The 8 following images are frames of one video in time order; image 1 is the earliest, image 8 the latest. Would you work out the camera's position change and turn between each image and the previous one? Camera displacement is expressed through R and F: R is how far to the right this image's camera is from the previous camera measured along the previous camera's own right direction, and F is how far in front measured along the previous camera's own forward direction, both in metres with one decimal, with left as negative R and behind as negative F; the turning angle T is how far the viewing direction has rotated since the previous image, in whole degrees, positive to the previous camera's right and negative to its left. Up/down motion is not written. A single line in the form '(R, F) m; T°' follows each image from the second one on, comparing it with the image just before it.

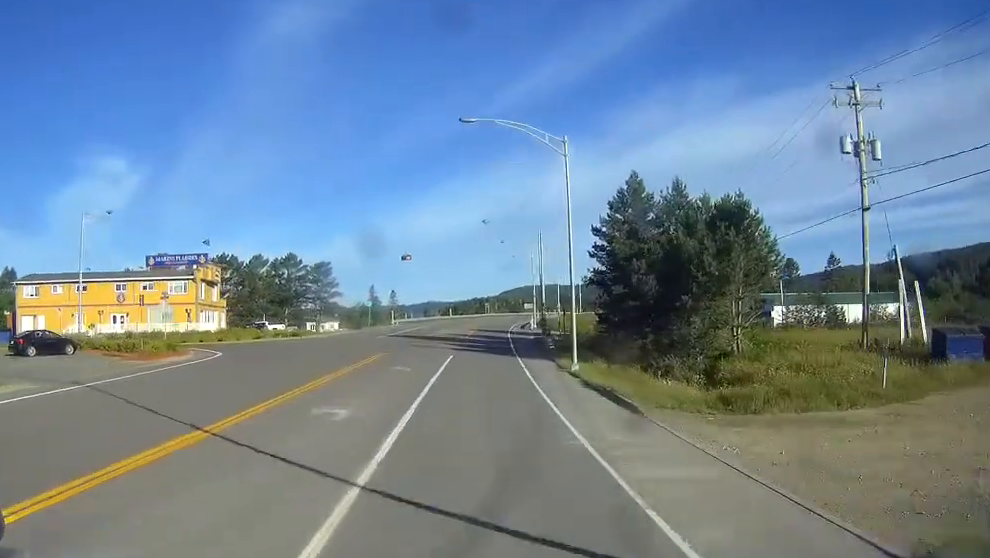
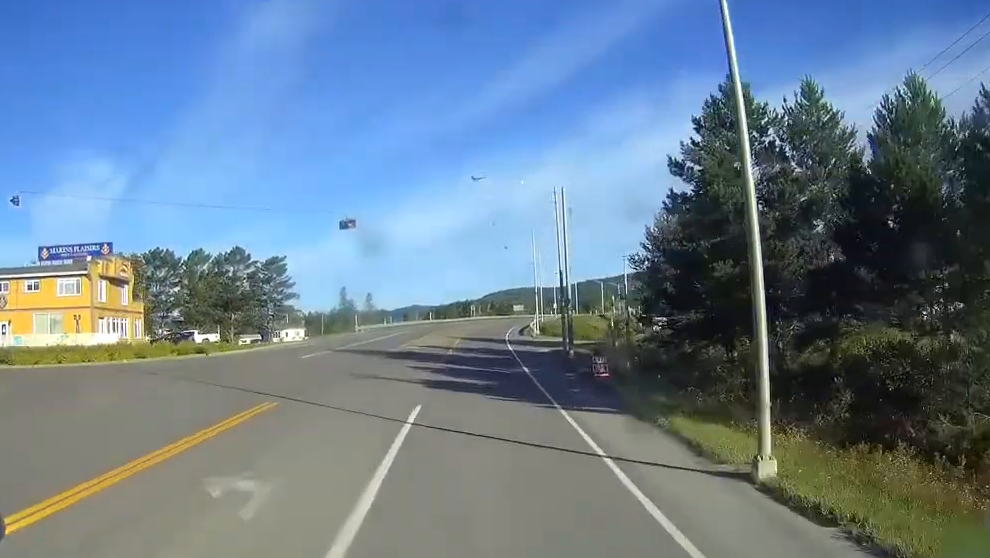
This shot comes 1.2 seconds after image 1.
(+0.2, +24.1) m; +1°
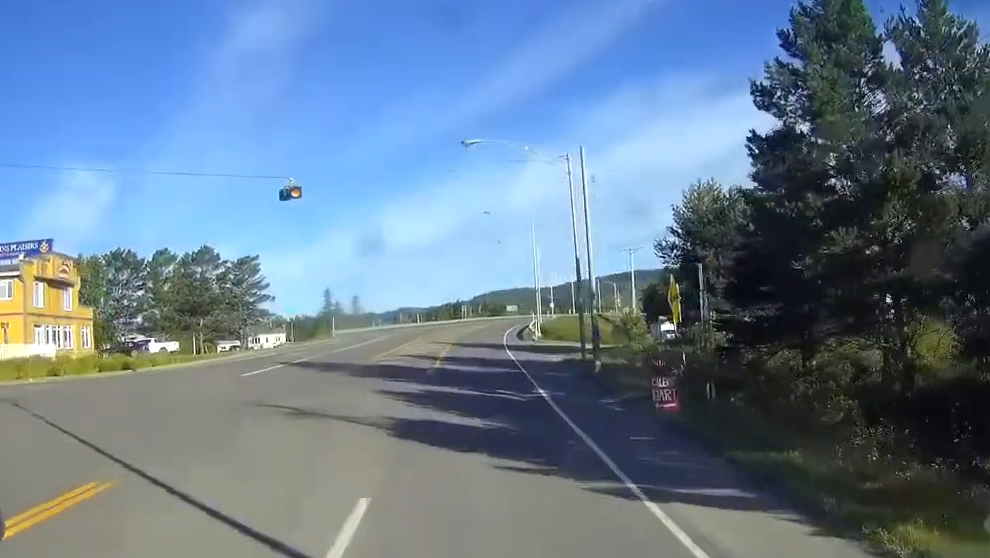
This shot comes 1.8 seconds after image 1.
(+0.1, +10.5) m; +1°
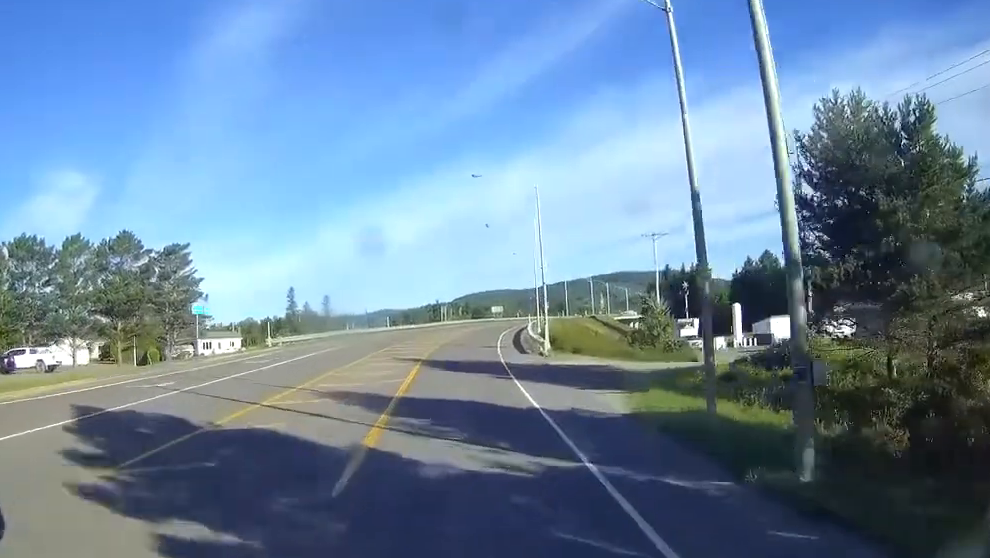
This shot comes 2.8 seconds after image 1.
(+0.2, +21.1) m; +1°
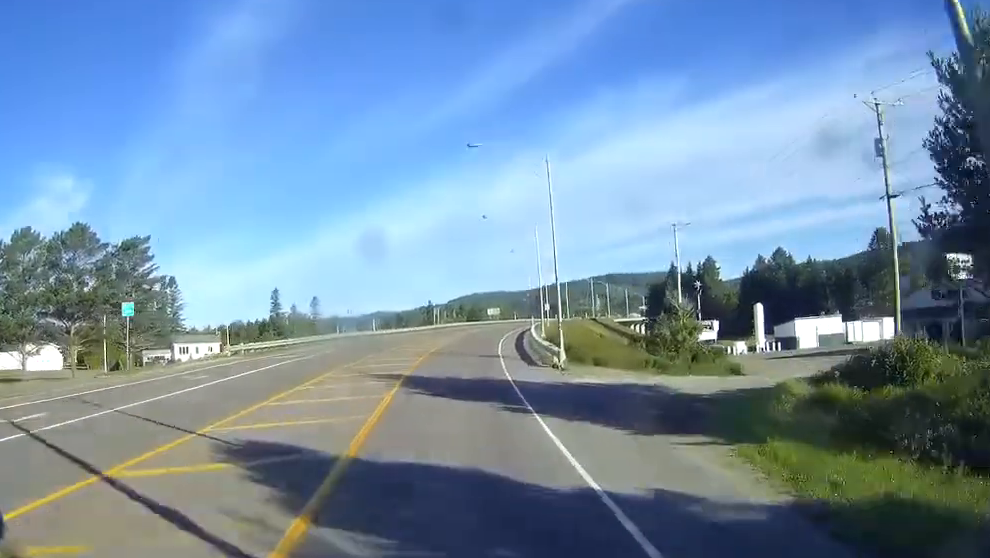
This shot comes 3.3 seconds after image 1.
(0.0, +9.9) m; 0°
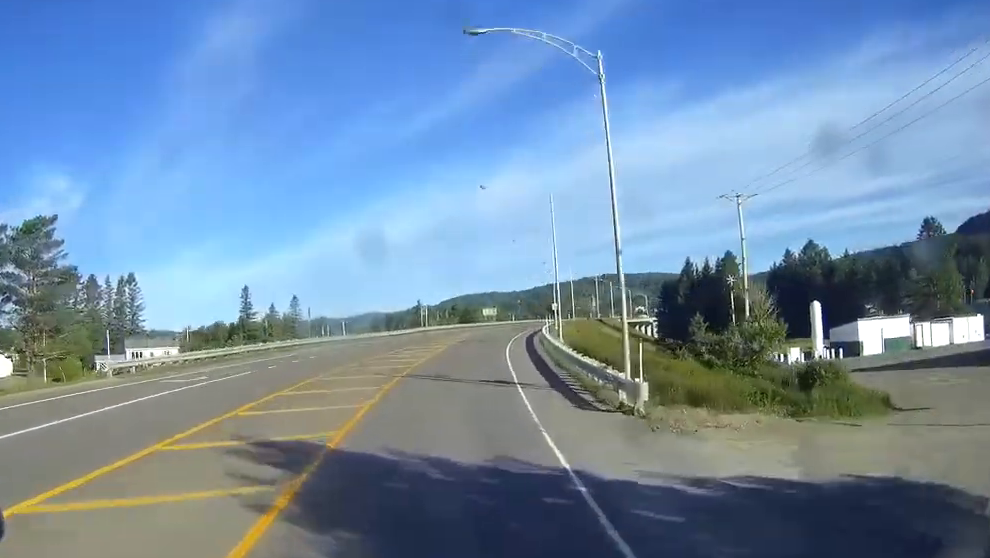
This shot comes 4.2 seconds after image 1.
(+0.1, +18.0) m; +1°
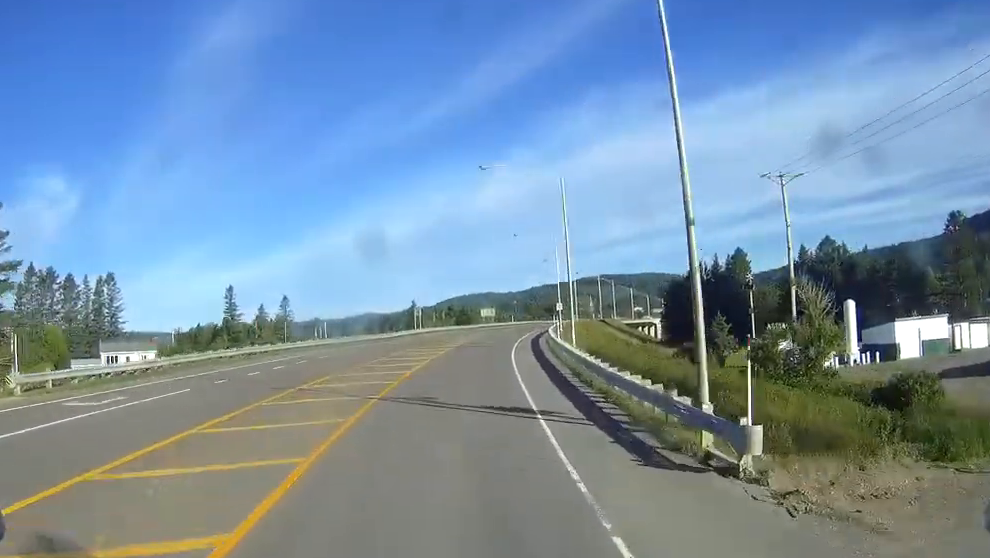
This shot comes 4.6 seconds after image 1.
(+0.1, +8.1) m; 0°
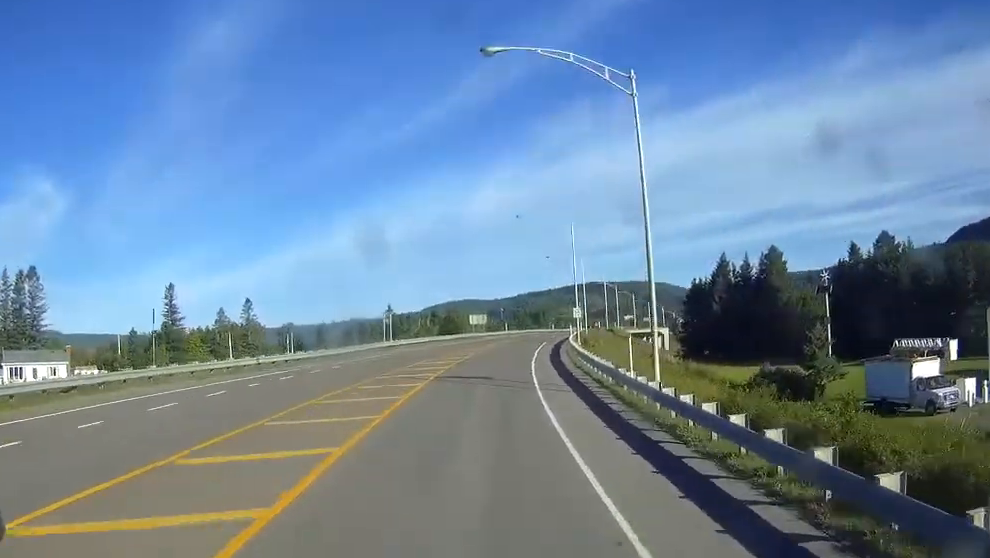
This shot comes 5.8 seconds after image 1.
(+0.2, +23.7) m; +1°
